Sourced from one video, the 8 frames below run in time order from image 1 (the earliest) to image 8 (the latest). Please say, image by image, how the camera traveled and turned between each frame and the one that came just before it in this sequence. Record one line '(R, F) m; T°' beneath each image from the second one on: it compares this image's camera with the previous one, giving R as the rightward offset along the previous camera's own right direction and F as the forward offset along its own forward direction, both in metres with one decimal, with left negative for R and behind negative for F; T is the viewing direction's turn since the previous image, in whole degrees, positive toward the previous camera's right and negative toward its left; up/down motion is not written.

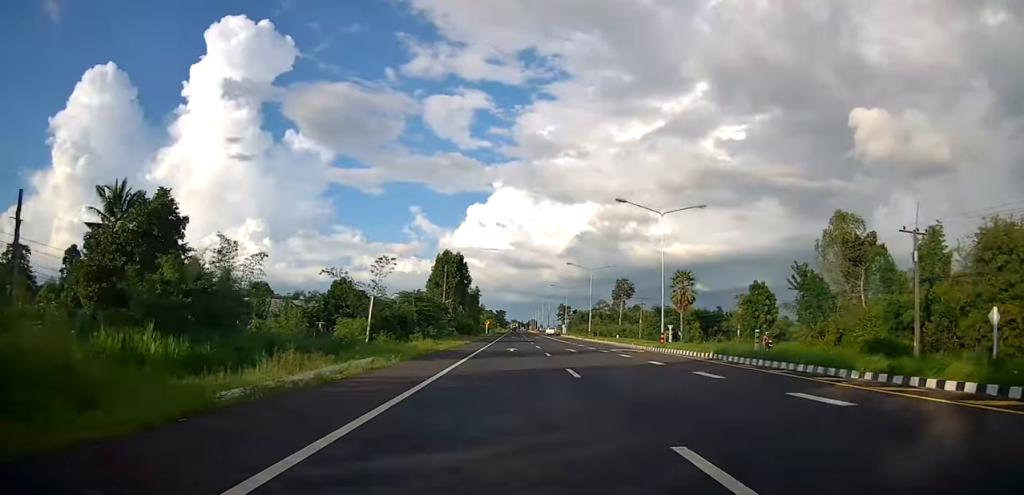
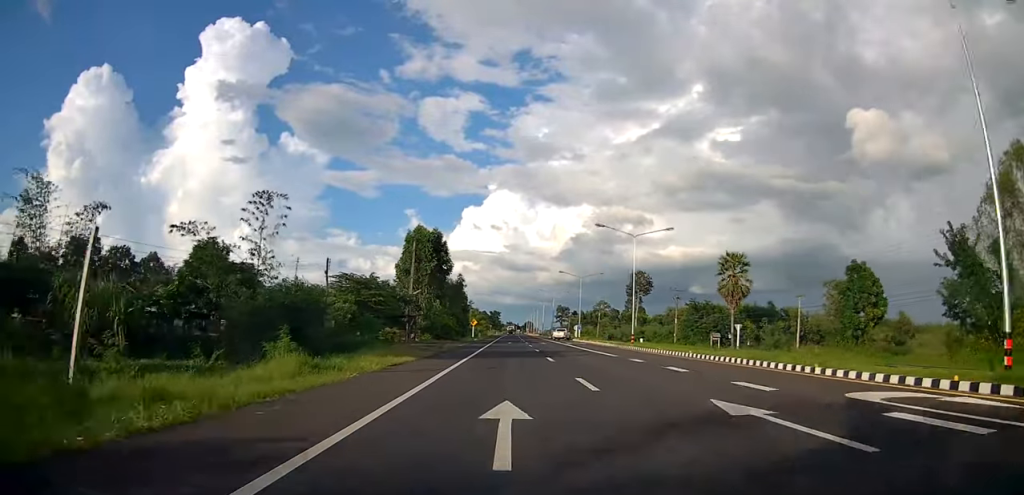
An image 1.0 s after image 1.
(+0.1, +27.2) m; 0°
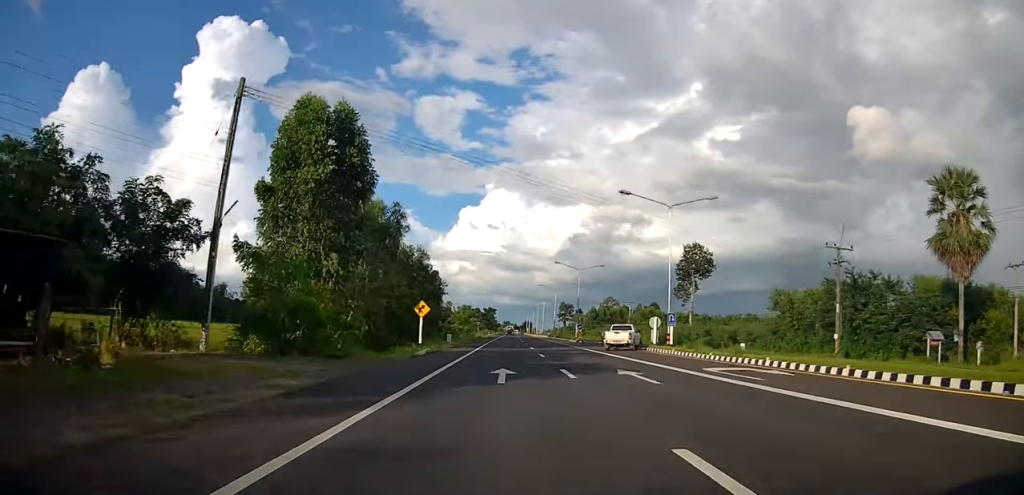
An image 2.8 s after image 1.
(-0.1, +45.8) m; +1°
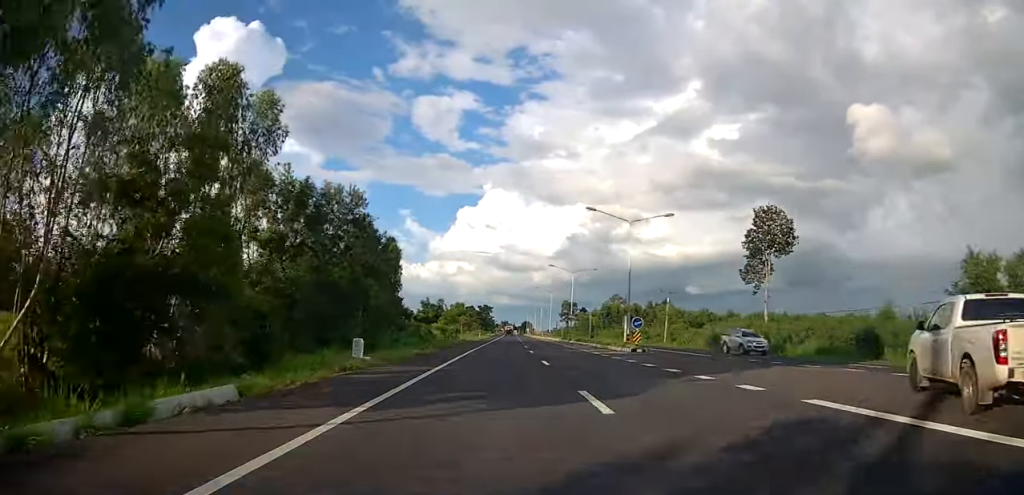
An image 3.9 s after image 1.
(+0.7, +30.5) m; +1°
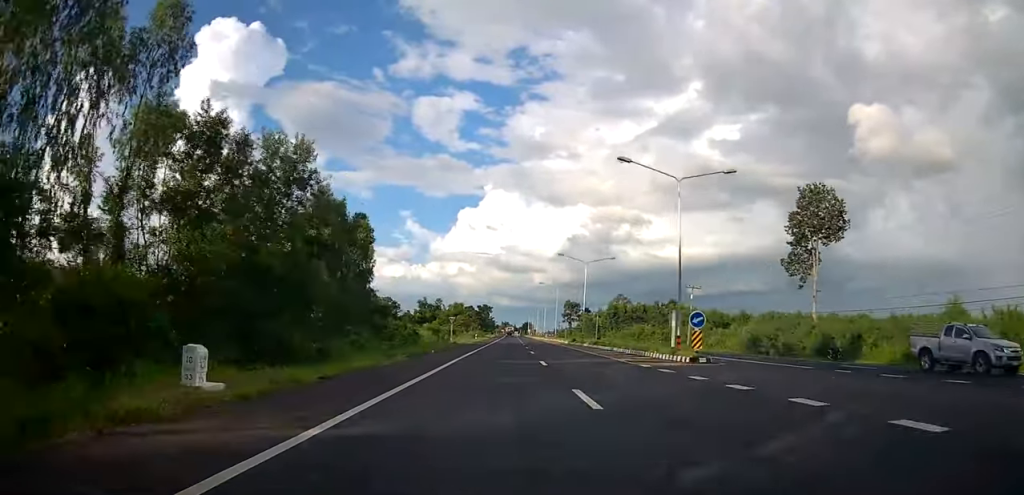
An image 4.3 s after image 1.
(-0.2, +11.4) m; -1°
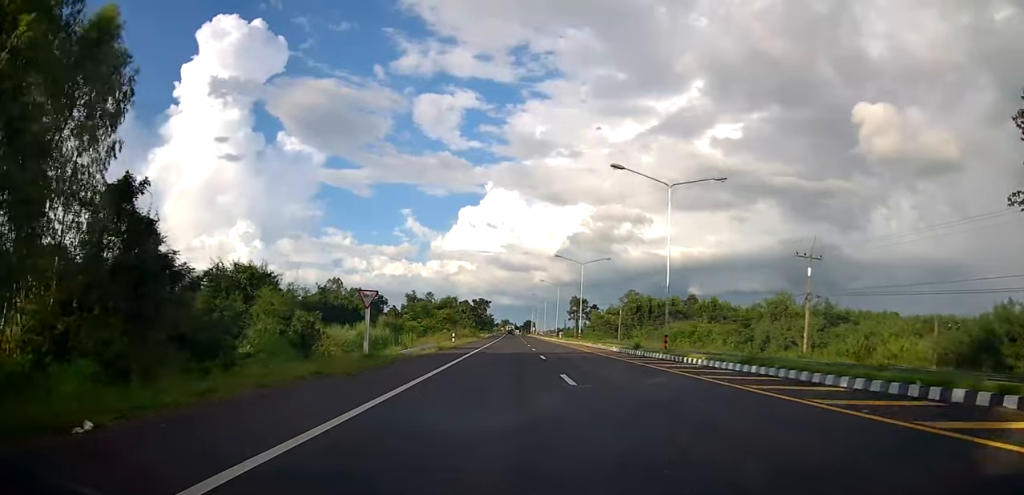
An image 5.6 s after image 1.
(-0.6, +32.1) m; -1°
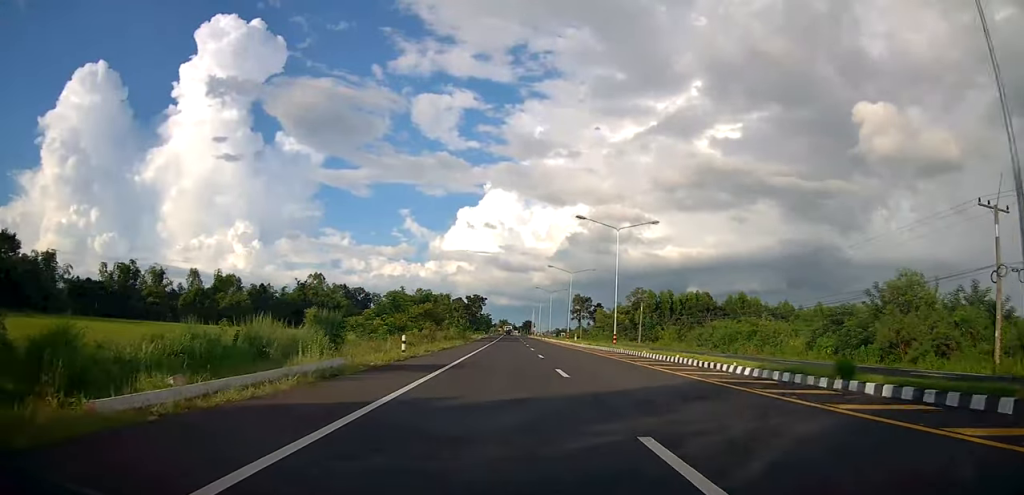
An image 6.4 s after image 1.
(0.0, +21.6) m; +1°
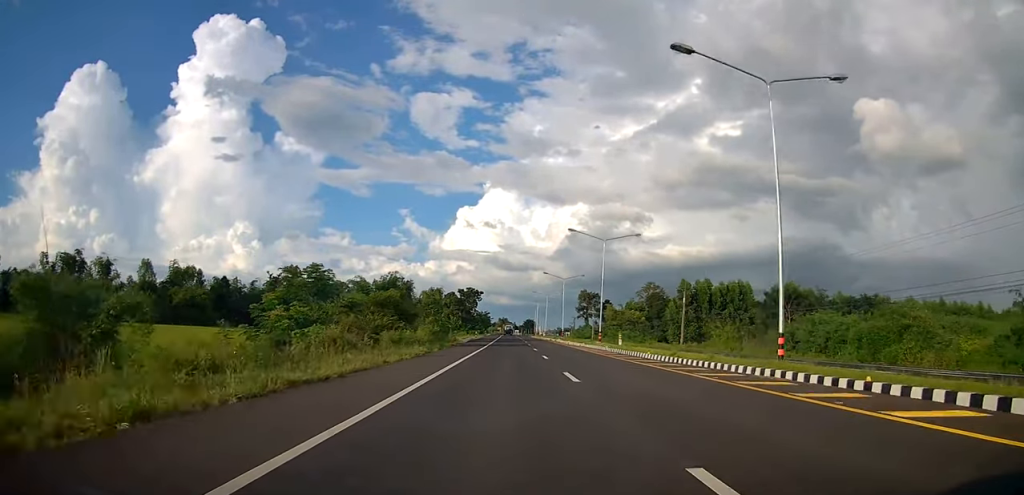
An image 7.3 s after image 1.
(+0.2, +25.7) m; +1°
